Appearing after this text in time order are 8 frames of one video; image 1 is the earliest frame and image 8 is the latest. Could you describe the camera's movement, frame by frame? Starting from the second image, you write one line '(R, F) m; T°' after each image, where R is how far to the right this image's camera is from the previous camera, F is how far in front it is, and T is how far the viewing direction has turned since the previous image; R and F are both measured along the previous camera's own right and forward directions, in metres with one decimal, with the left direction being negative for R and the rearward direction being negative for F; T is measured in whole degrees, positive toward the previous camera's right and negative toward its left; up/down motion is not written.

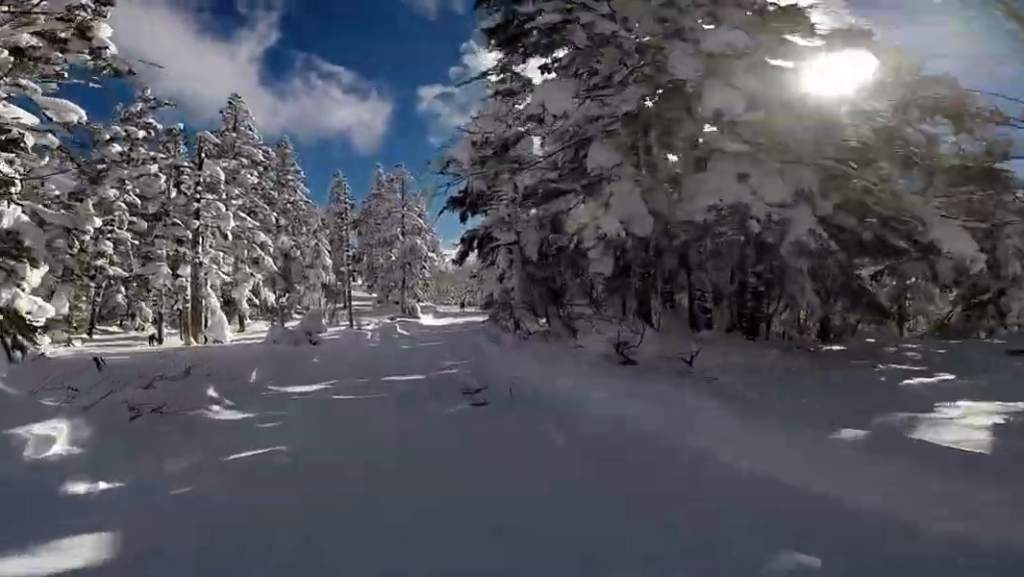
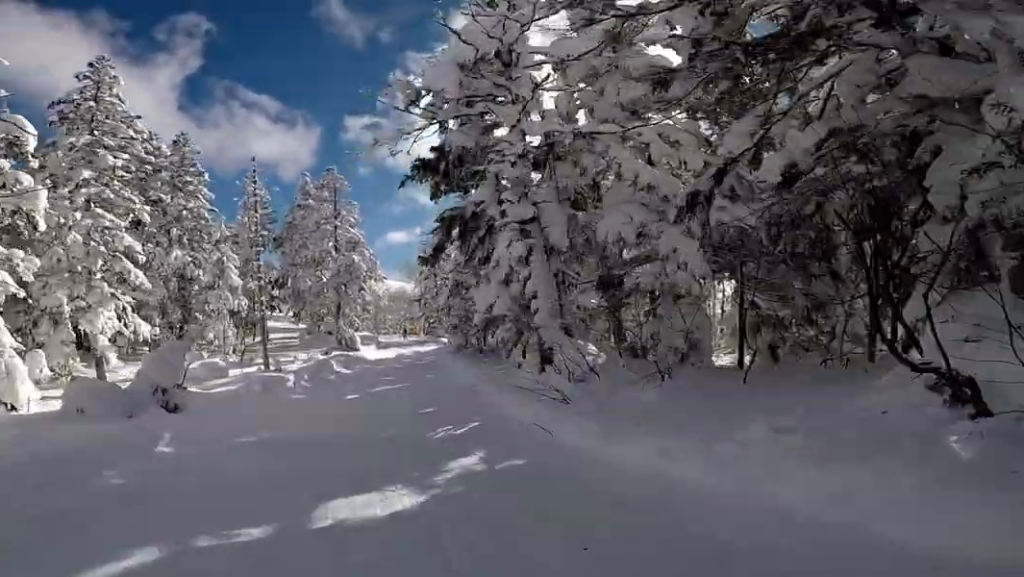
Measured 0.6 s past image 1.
(+0.4, +6.8) m; +5°
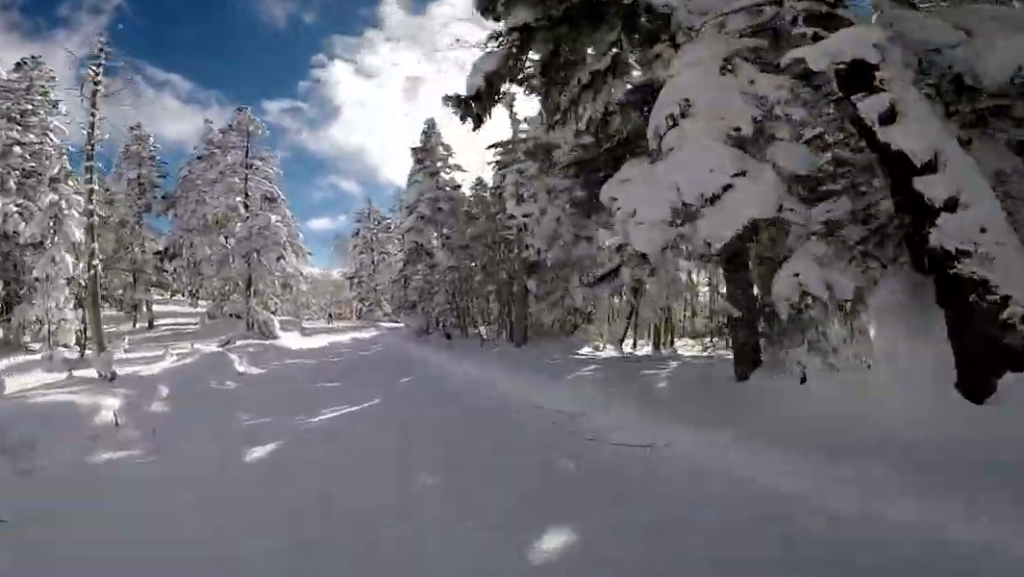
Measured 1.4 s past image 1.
(+0.1, +7.3) m; +1°
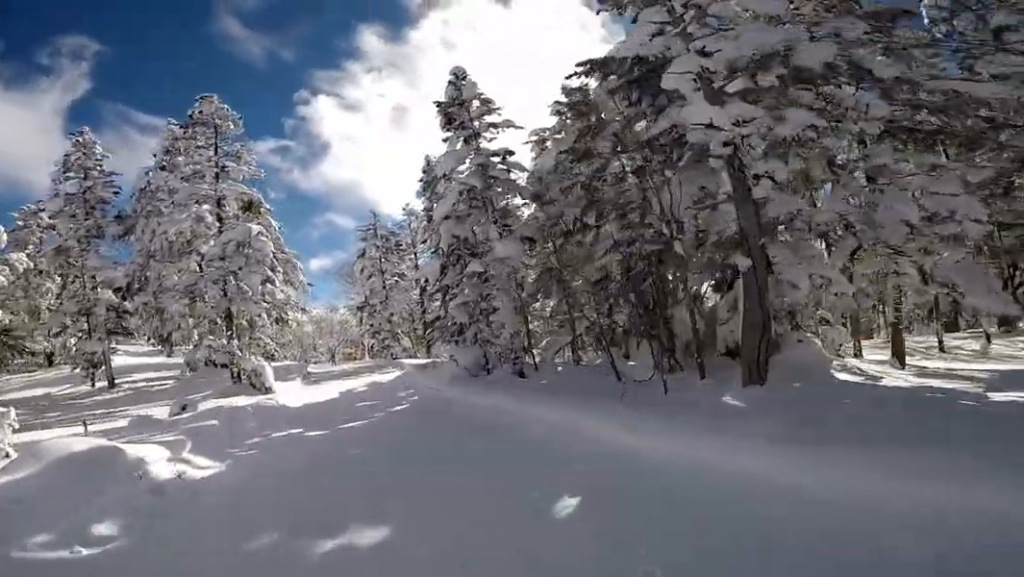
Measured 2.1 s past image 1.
(0.0, +6.4) m; -1°
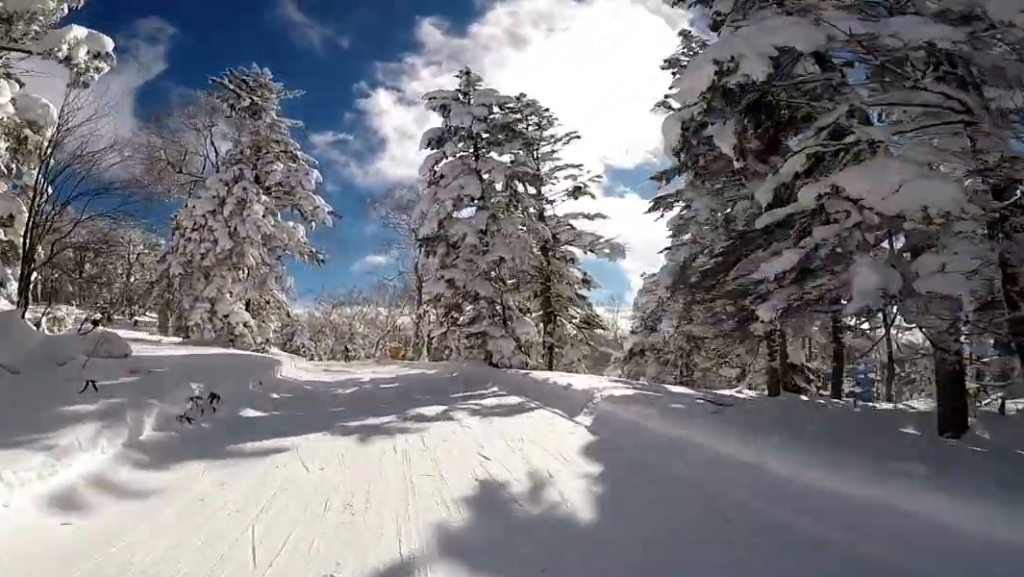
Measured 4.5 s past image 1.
(+1.4, +18.0) m; +2°
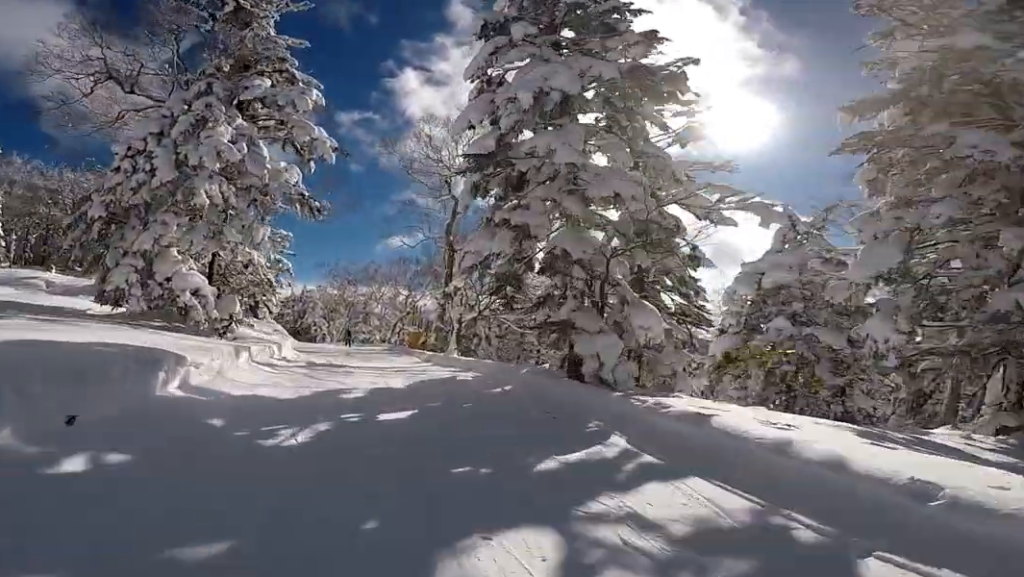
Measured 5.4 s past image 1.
(-1.4, +3.6) m; -3°
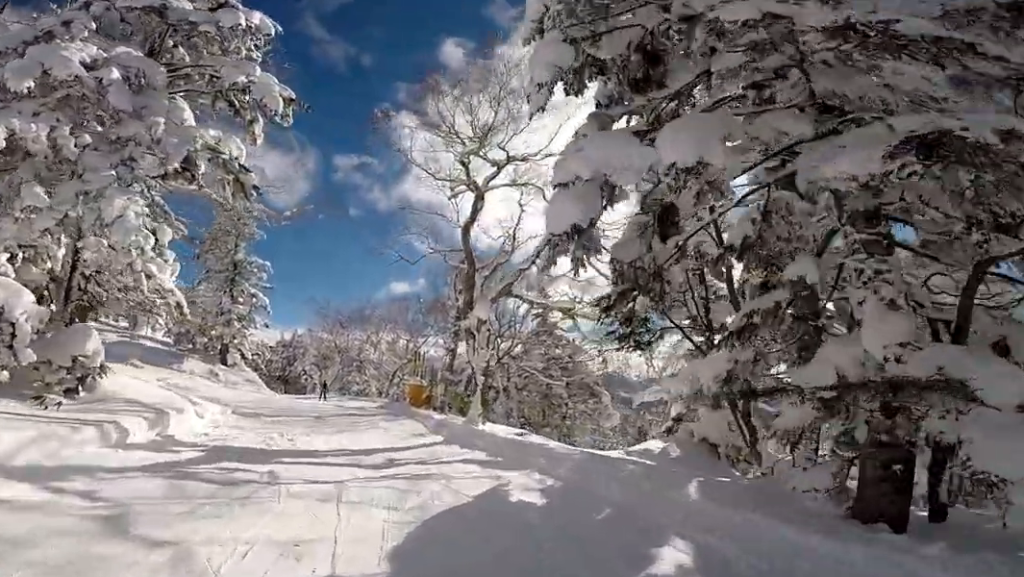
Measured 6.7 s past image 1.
(+1.0, +5.8) m; -1°
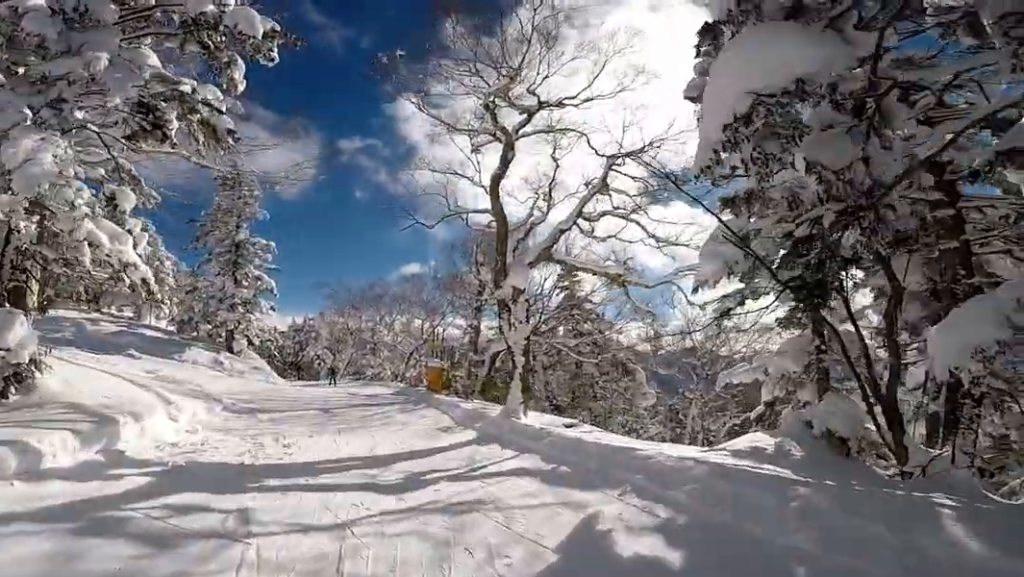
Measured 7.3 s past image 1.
(-0.7, +2.0) m; -3°
